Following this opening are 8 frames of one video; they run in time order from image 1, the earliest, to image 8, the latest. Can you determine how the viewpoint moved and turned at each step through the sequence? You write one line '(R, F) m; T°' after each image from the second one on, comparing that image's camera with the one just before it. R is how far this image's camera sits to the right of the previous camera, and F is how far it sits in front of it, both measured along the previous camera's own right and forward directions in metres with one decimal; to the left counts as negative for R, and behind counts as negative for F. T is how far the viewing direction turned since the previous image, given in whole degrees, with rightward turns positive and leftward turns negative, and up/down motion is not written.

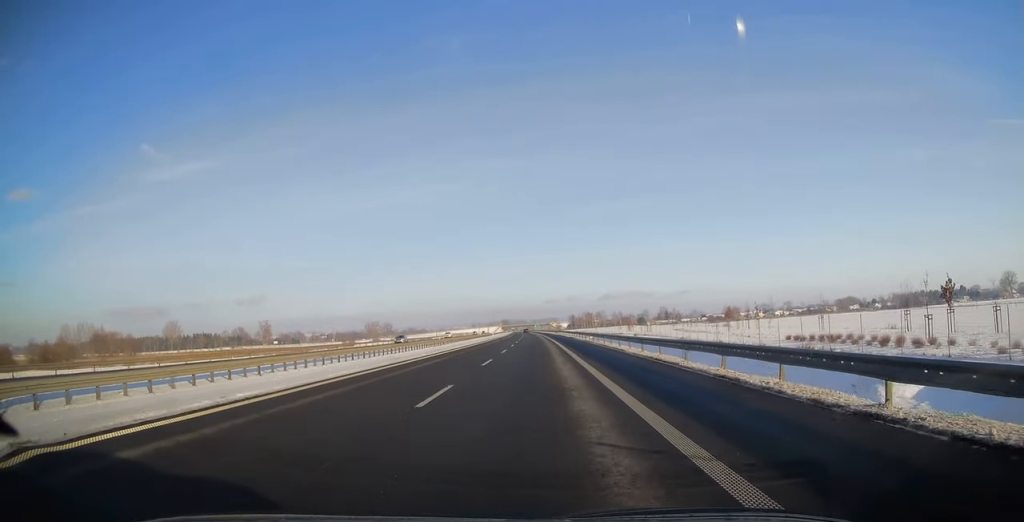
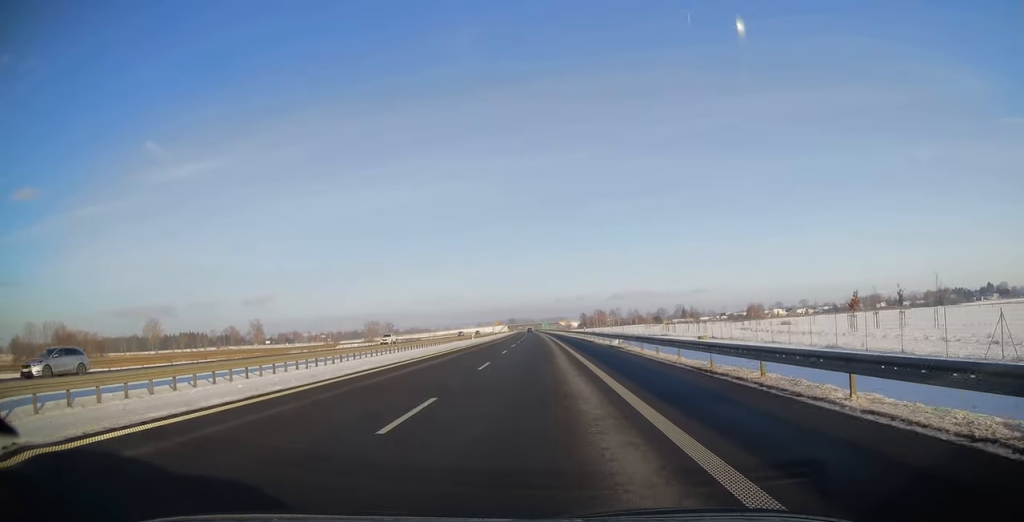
(0.0, +38.8) m; -1°
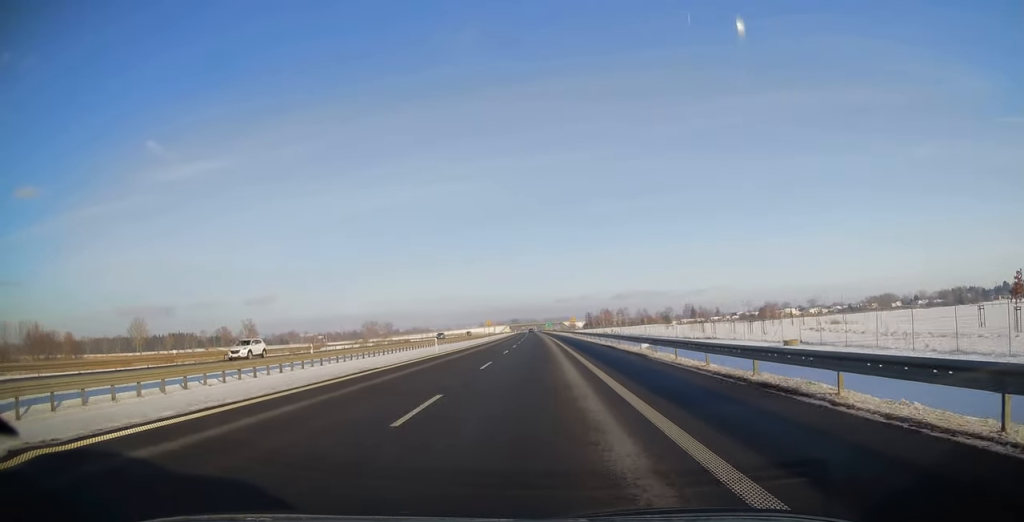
(-0.3, +23.4) m; -1°
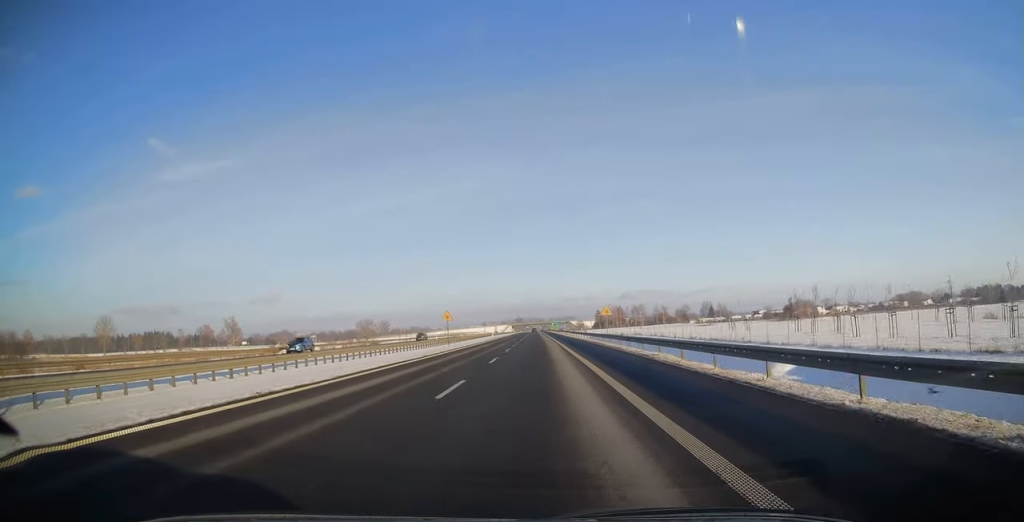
(-0.3, +44.7) m; 0°
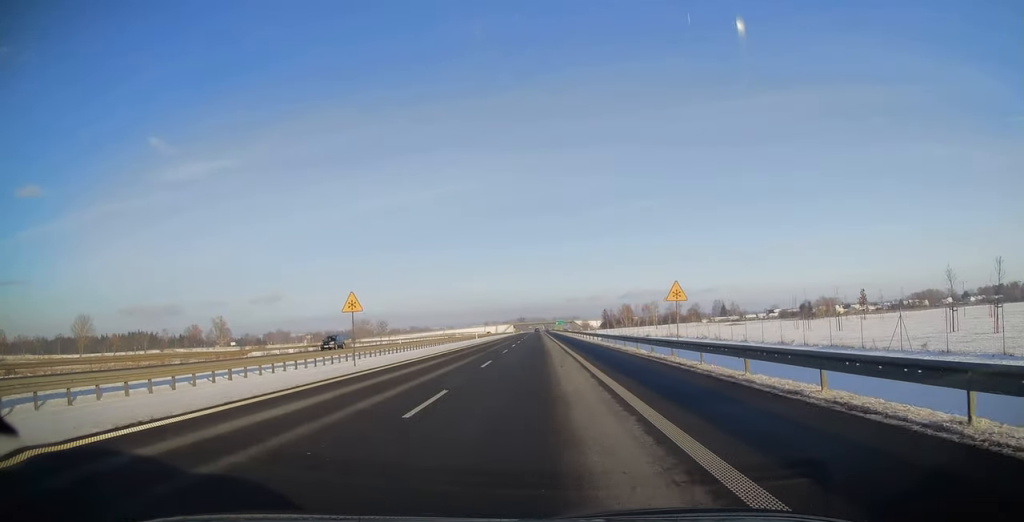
(0.0, +26.6) m; -1°
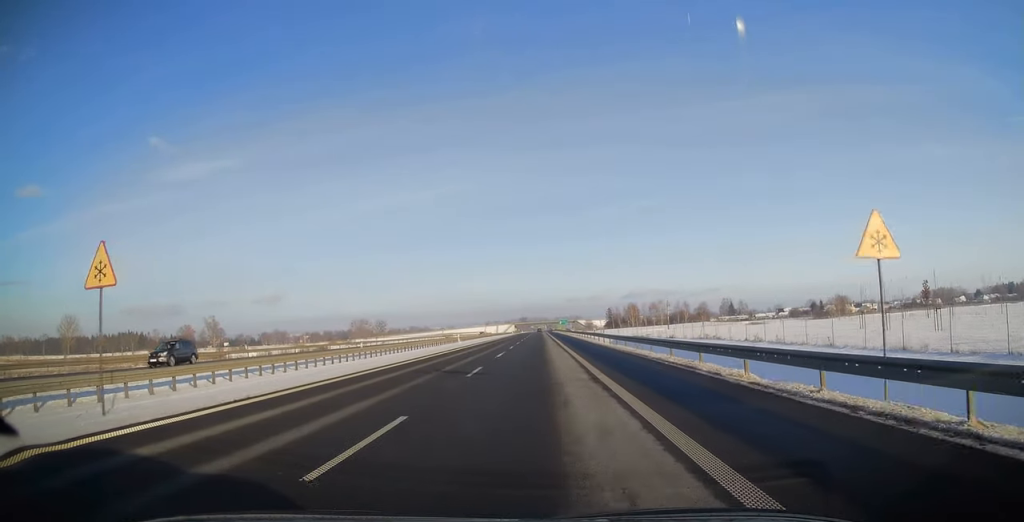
(-0.1, +15.9) m; 0°
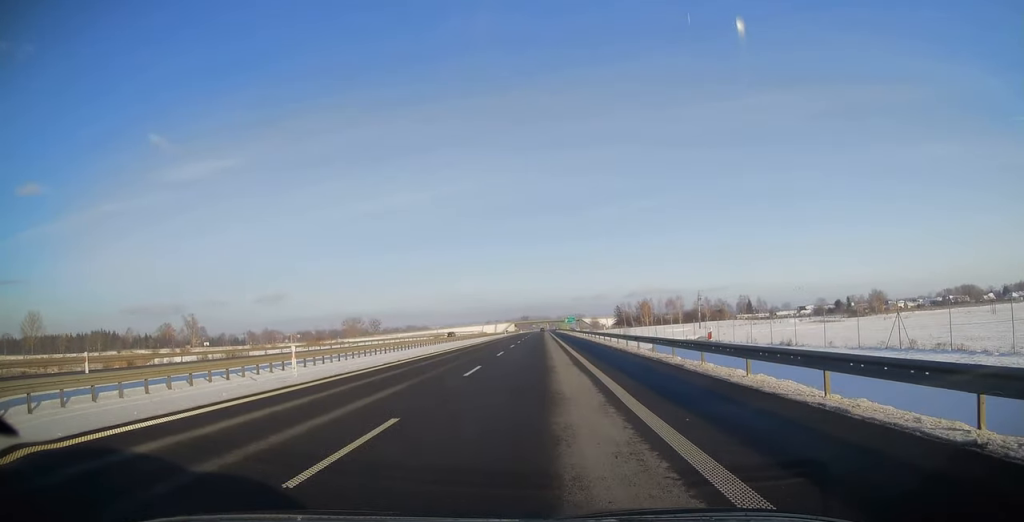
(-0.1, +36.1) m; 0°
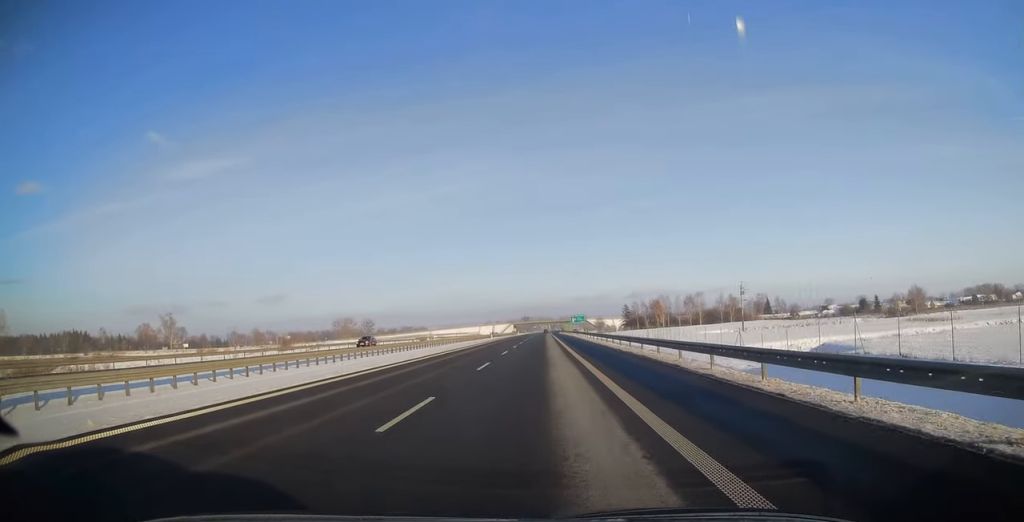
(+0.3, +33.0) m; 0°
